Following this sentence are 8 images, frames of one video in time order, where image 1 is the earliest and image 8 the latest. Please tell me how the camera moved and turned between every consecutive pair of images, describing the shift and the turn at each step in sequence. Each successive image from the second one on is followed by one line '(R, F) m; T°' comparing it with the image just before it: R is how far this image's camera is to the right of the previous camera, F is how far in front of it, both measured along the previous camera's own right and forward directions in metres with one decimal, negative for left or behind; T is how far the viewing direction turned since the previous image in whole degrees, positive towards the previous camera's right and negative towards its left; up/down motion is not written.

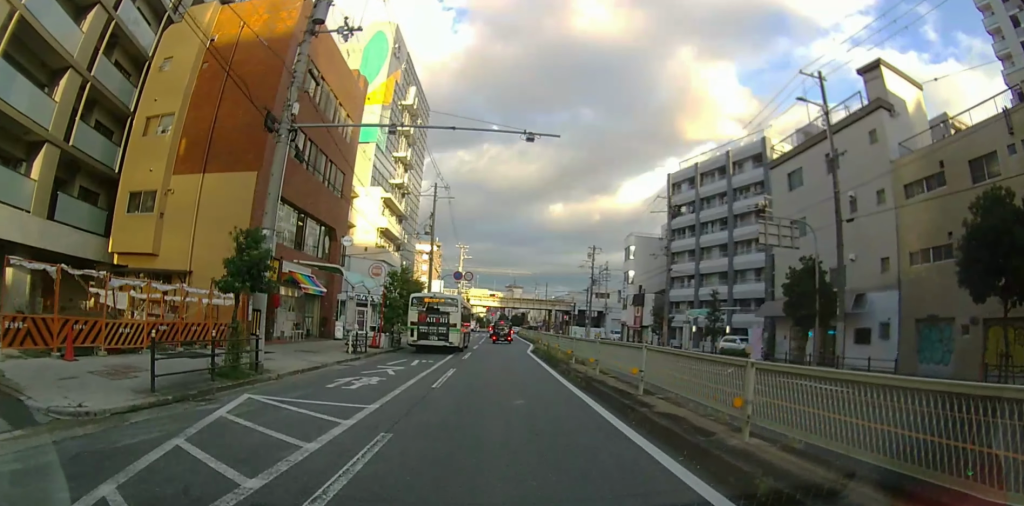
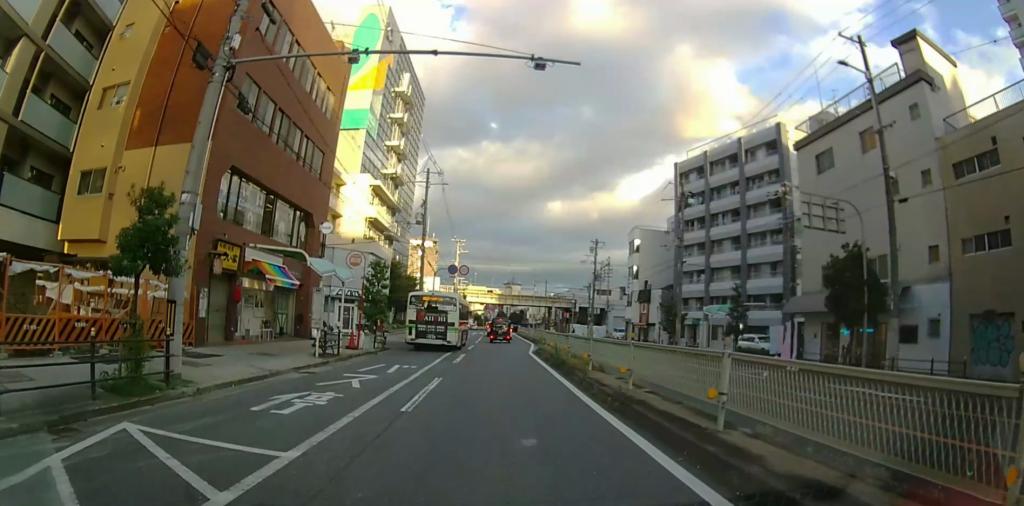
(0.0, +3.1) m; -2°
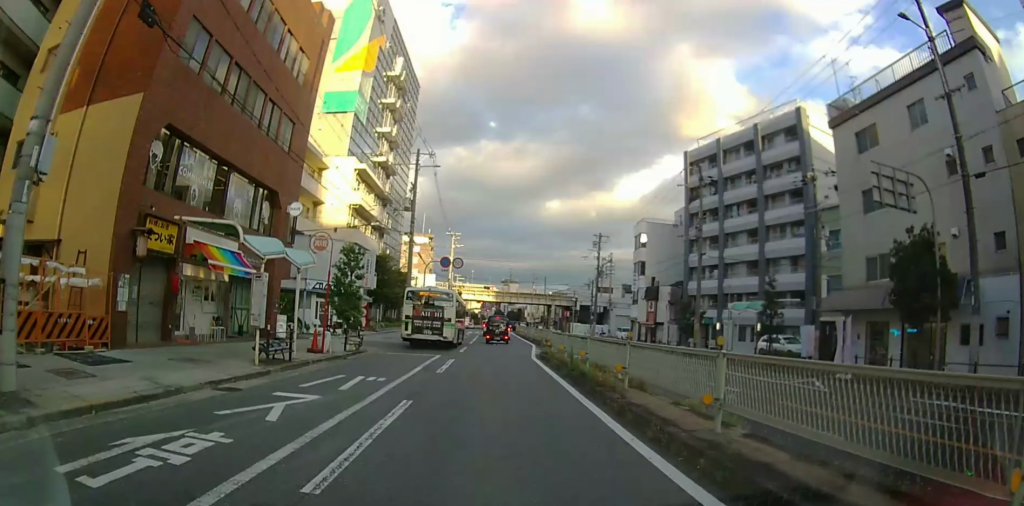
(-0.1, +4.0) m; -2°
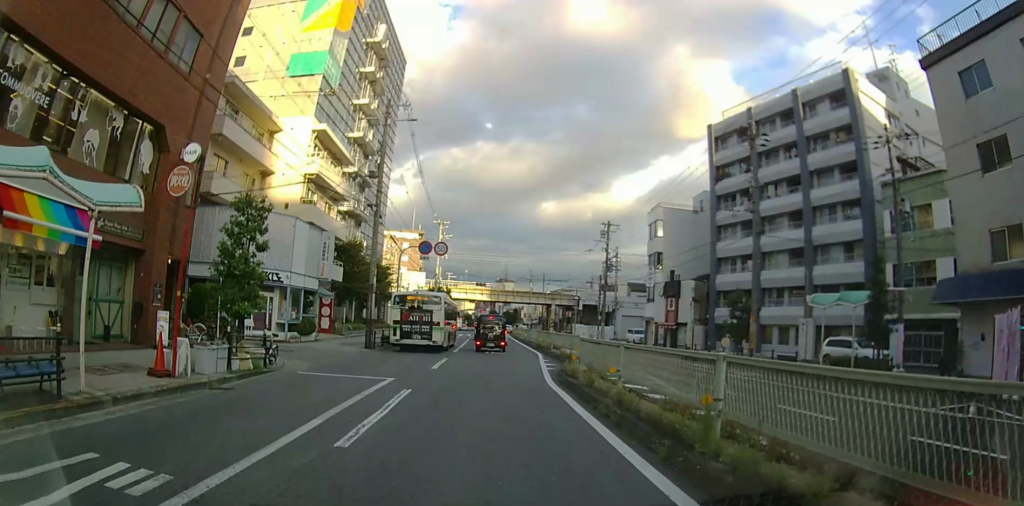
(0.0, +8.7) m; 0°
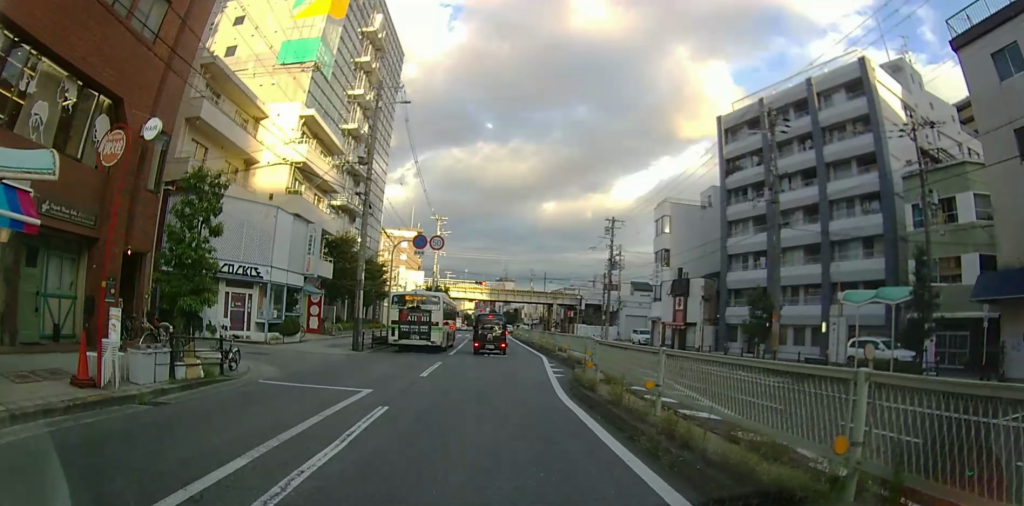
(0.0, +2.3) m; 0°
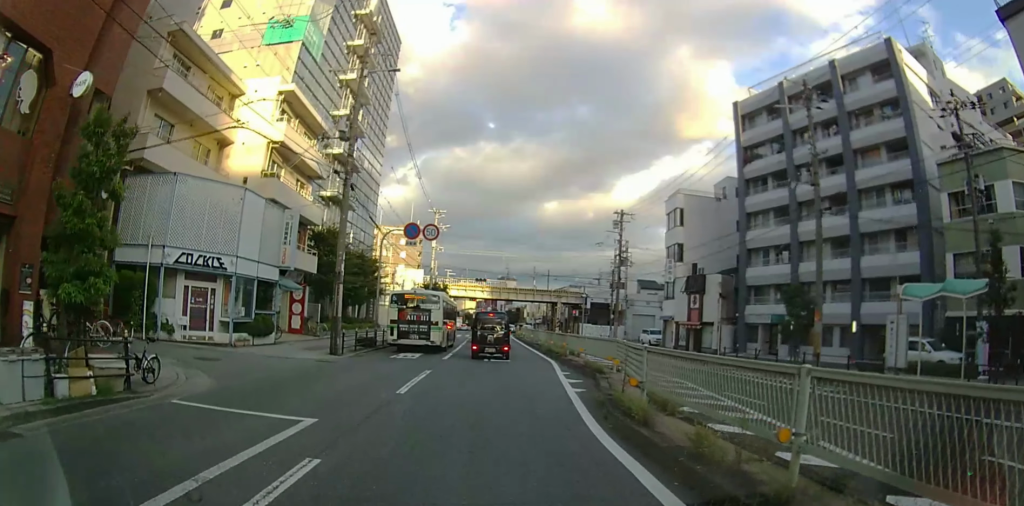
(0.0, +3.5) m; 0°
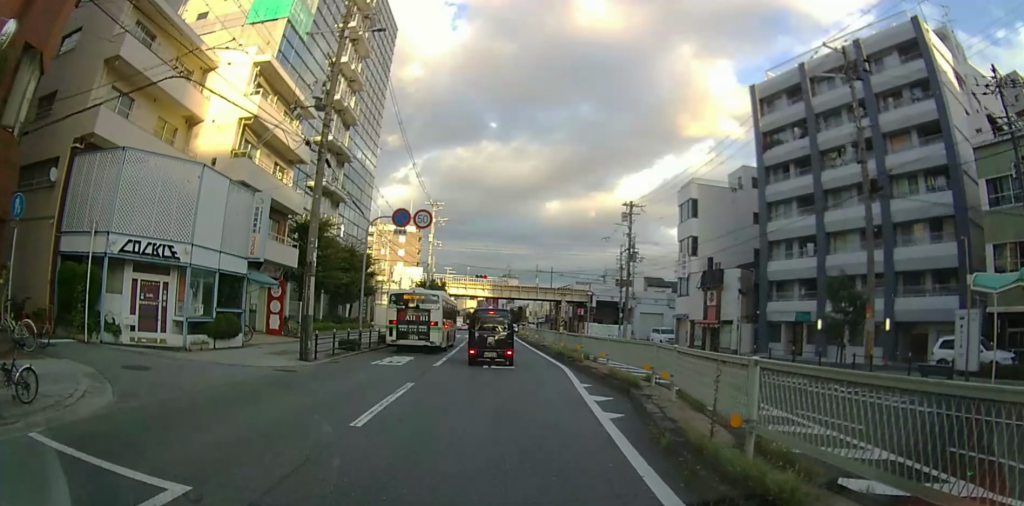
(0.0, +3.7) m; 0°
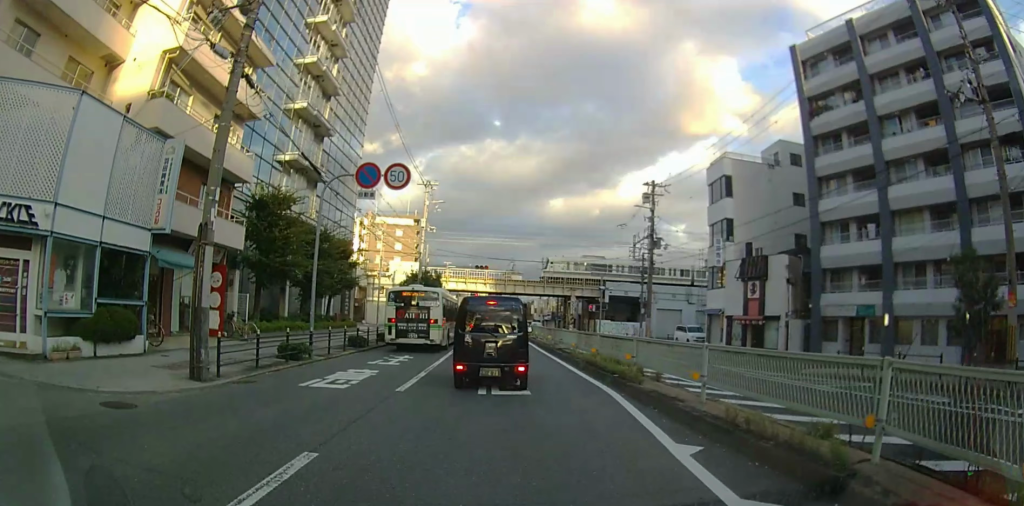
(0.0, +8.1) m; -2°
